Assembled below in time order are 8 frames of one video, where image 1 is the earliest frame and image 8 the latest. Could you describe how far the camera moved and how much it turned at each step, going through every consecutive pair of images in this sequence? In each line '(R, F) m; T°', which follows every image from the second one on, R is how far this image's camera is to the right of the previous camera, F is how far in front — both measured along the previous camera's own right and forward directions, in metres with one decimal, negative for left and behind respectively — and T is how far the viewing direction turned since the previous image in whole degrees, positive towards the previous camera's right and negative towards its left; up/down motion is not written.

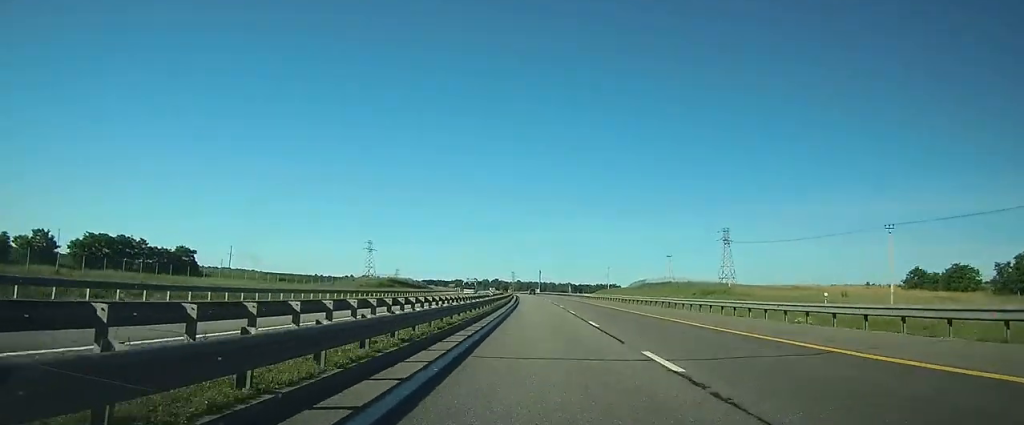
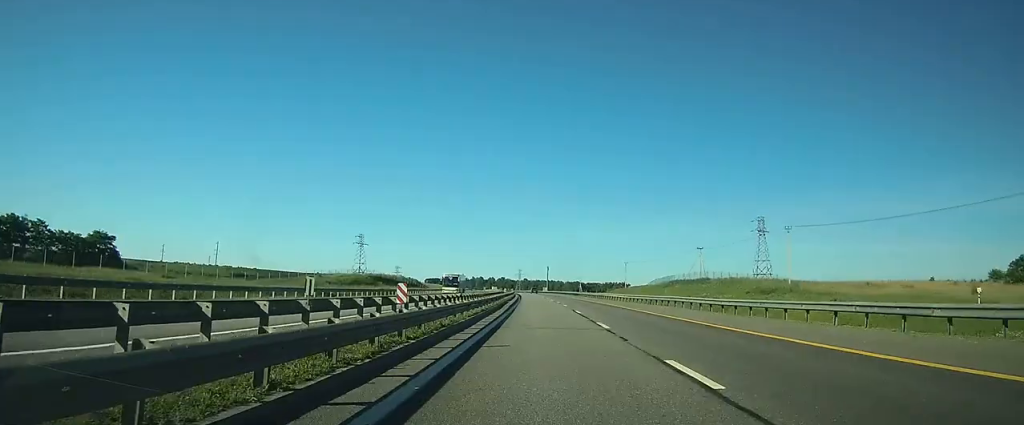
(-0.2, +25.8) m; -1°
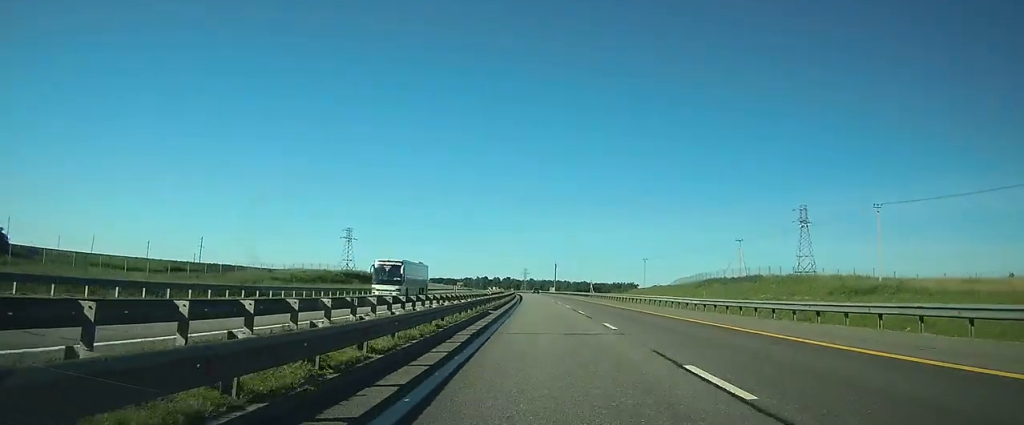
(-0.2, +24.8) m; -1°
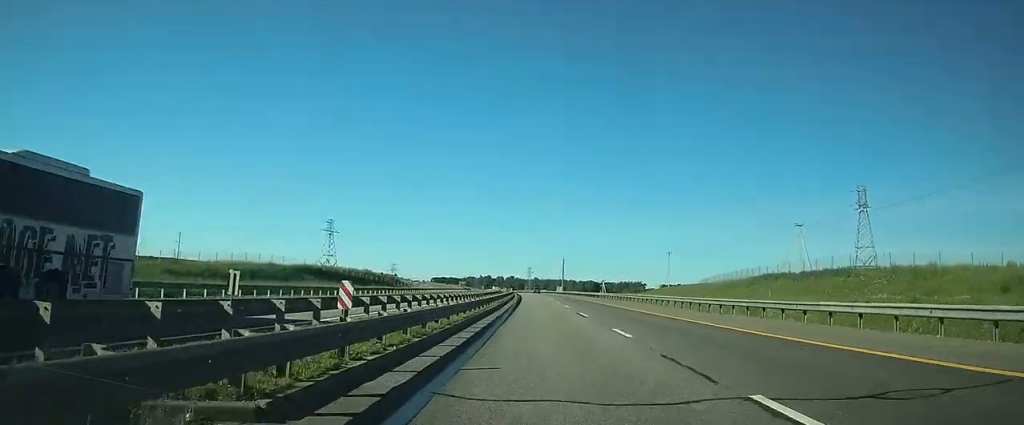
(-0.1, +26.8) m; 0°
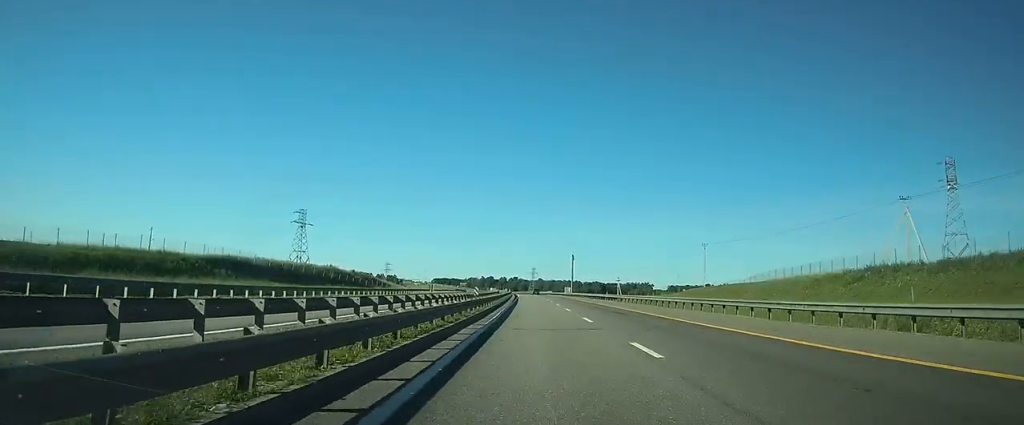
(-0.1, +28.9) m; 0°
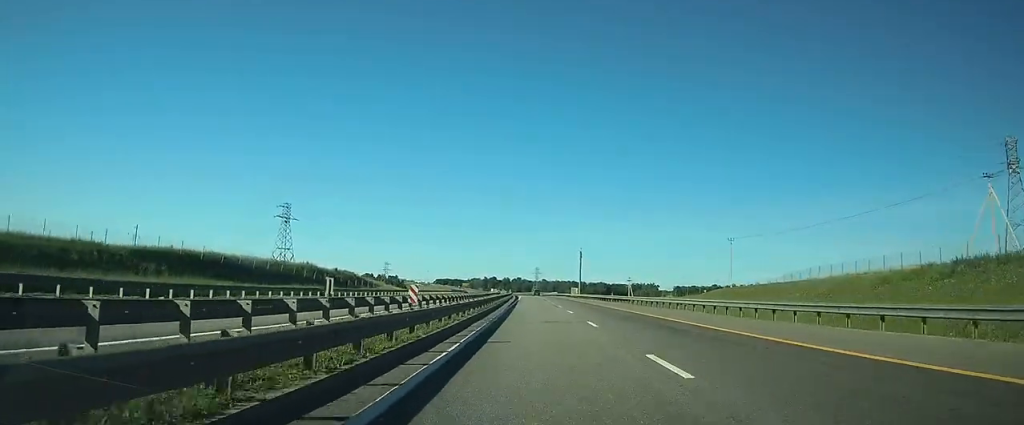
(0.0, +14.4) m; 0°
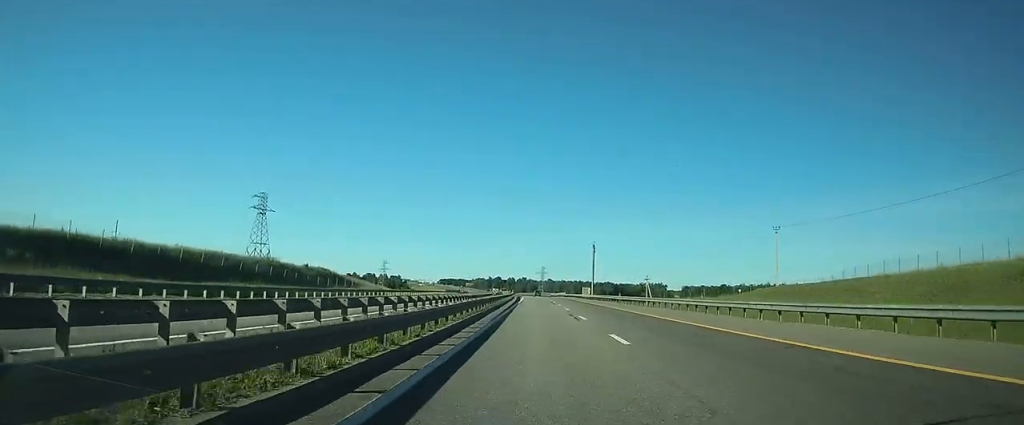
(0.0, +18.6) m; 0°
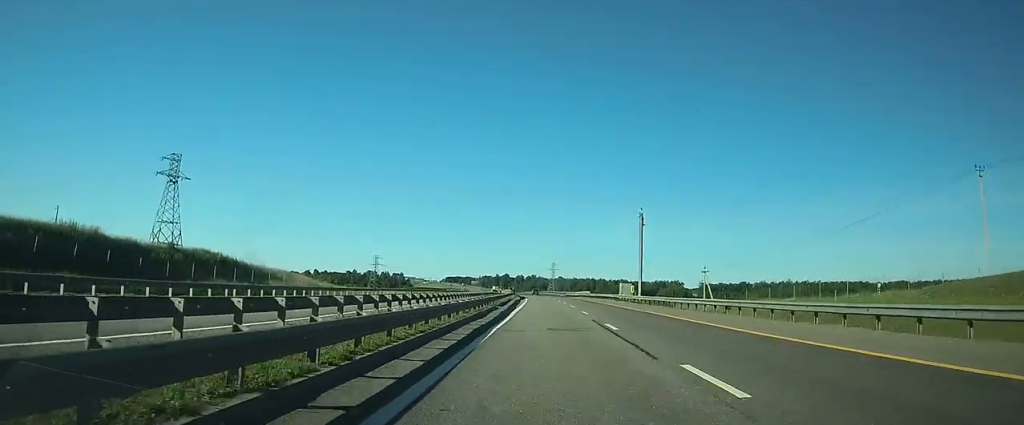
(-0.4, +43.4) m; -1°
